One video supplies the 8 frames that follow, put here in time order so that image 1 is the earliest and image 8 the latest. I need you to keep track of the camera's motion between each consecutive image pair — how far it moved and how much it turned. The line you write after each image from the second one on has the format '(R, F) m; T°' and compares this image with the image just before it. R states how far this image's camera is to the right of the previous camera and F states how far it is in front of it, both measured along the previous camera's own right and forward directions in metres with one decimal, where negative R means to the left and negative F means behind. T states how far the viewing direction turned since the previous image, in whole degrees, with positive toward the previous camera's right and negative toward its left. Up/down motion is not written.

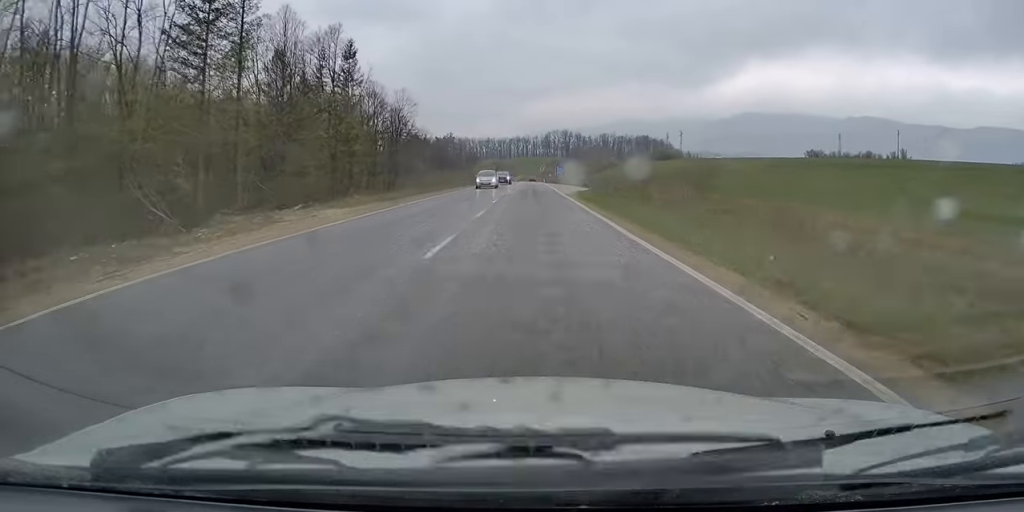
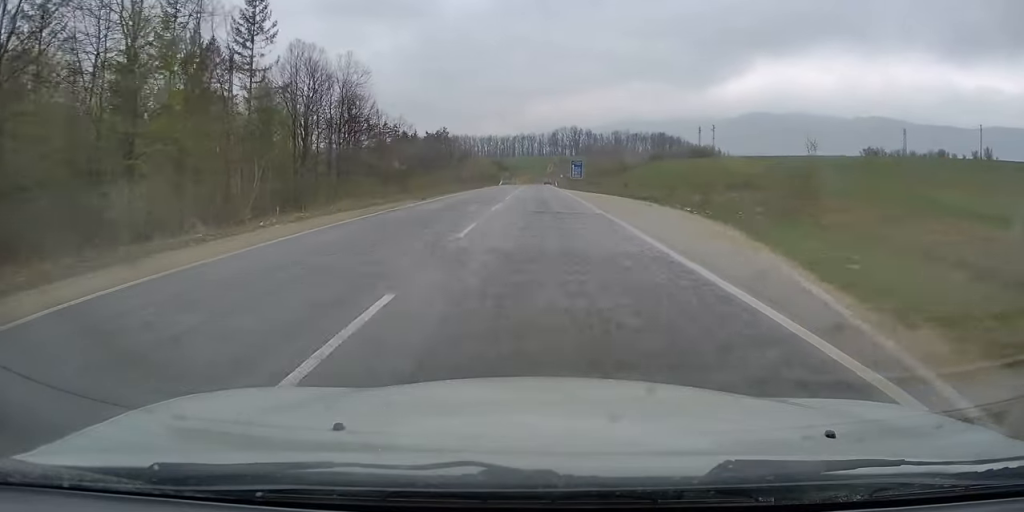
(0.0, +41.2) m; 0°
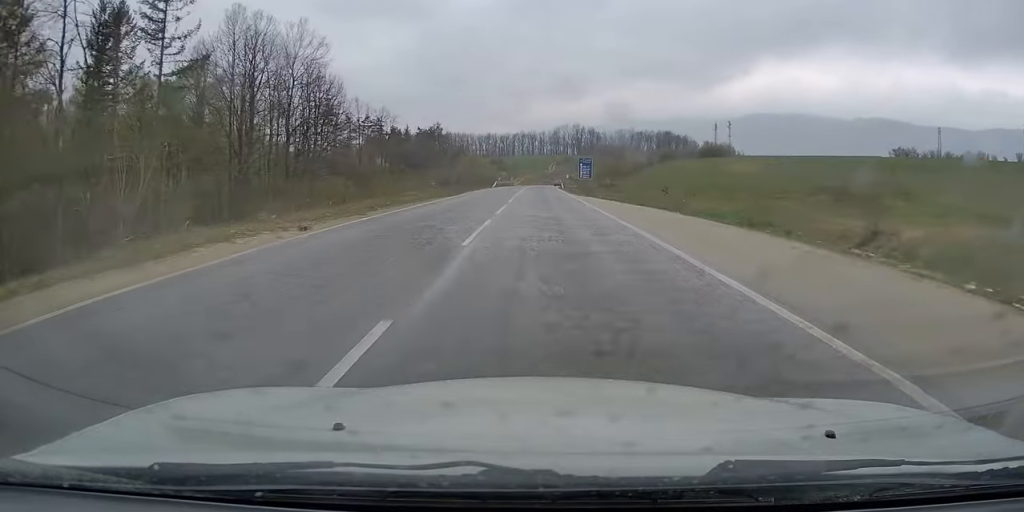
(0.0, +18.7) m; 0°
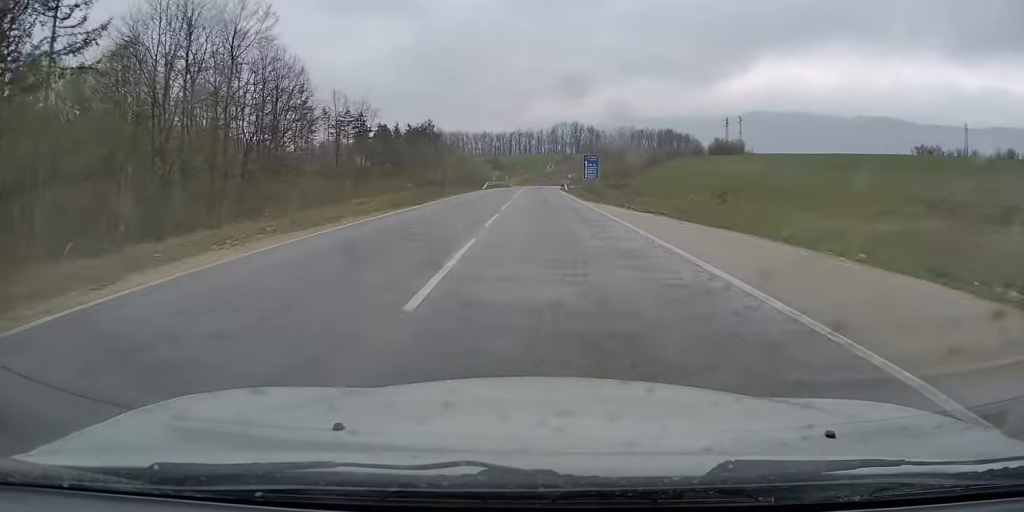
(-0.1, +14.0) m; 0°
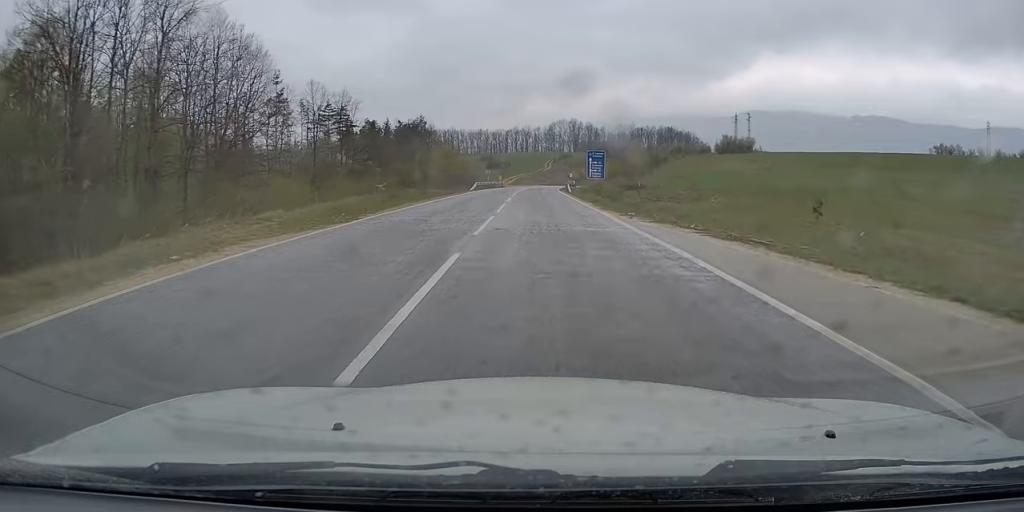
(+0.1, +10.9) m; 0°
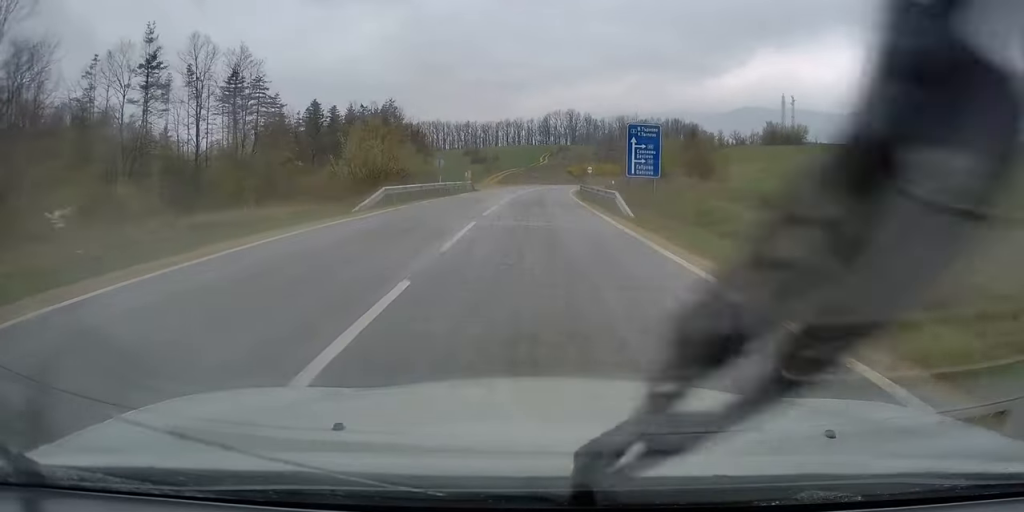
(0.0, +37.6) m; +1°
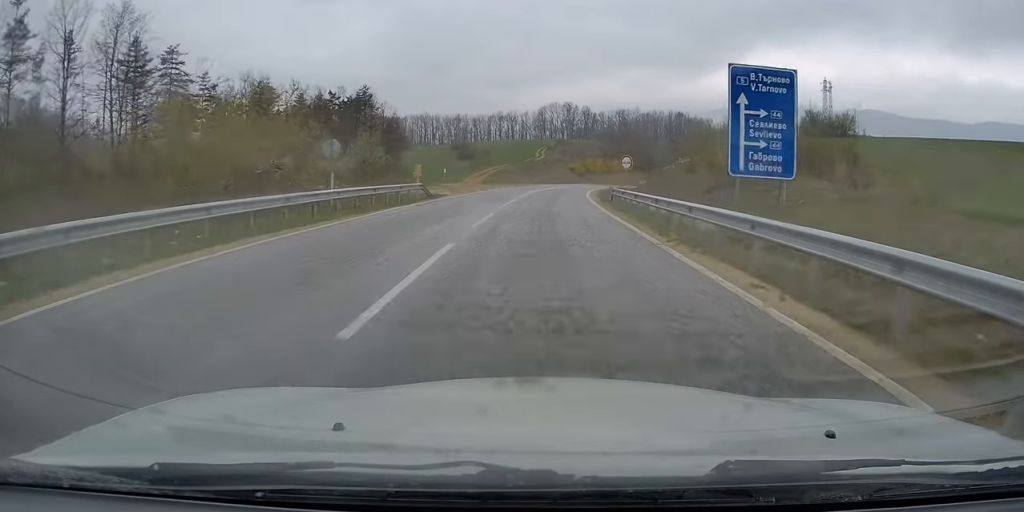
(+0.4, +22.9) m; +2°
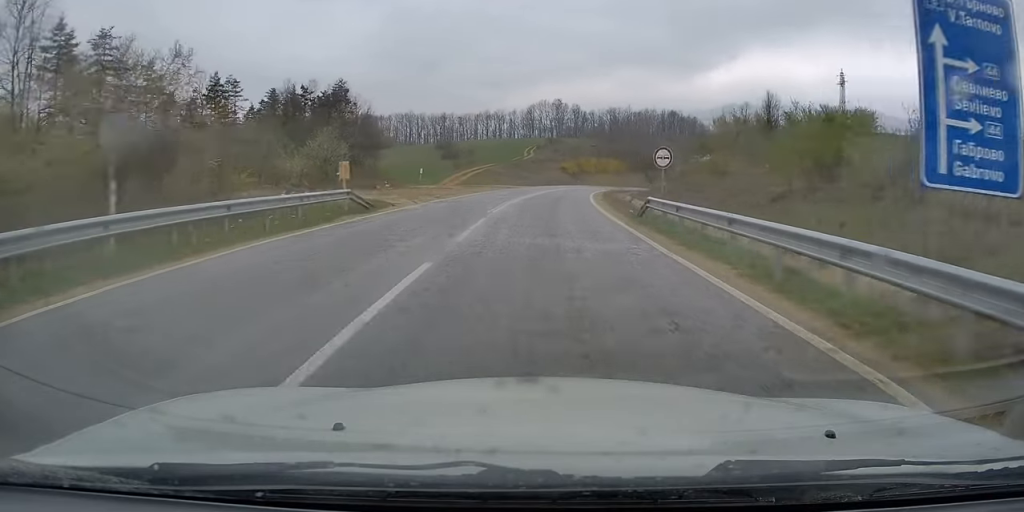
(+0.1, +10.9) m; +1°
